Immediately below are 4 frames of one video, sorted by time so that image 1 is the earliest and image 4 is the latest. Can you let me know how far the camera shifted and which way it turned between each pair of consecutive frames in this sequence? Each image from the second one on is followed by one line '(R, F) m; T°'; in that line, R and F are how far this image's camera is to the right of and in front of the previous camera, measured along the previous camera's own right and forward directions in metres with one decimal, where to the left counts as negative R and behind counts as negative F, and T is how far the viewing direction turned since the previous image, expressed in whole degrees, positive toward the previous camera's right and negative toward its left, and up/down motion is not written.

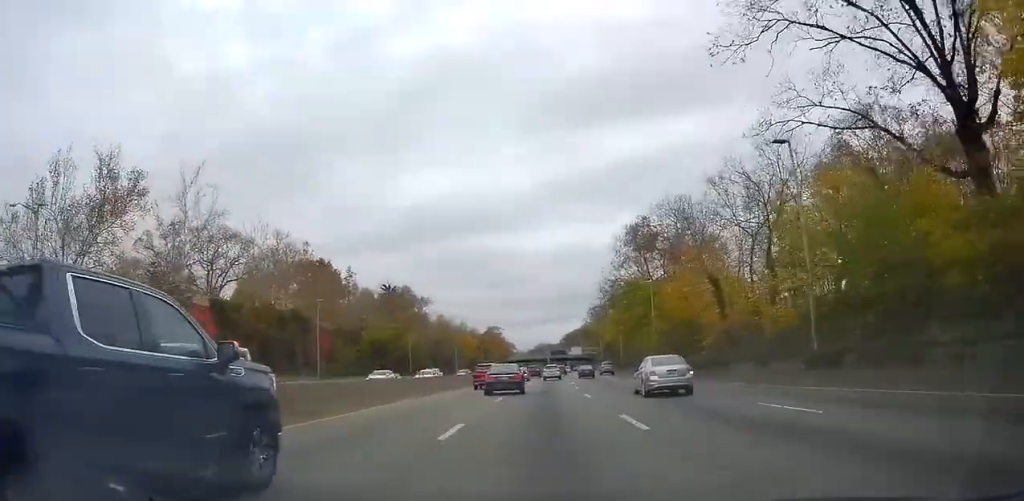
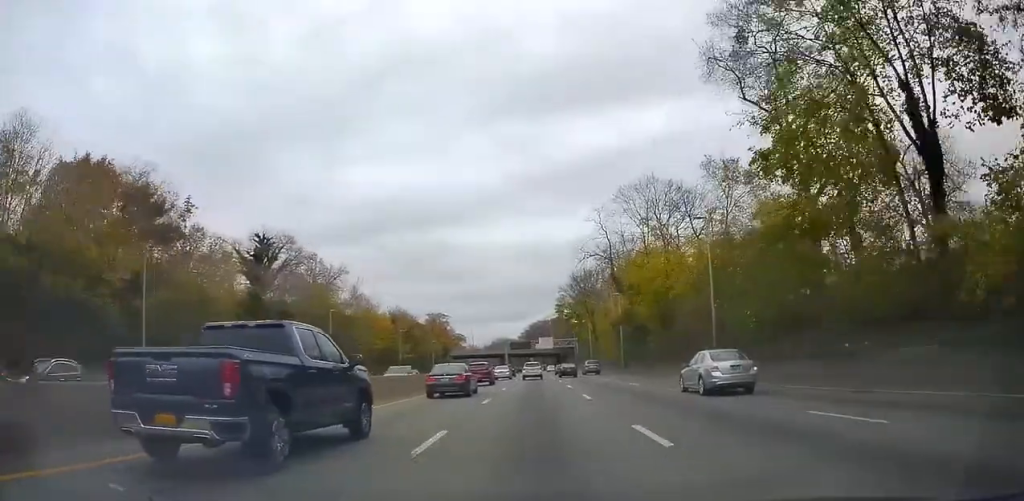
(+3.3, +62.7) m; +5°
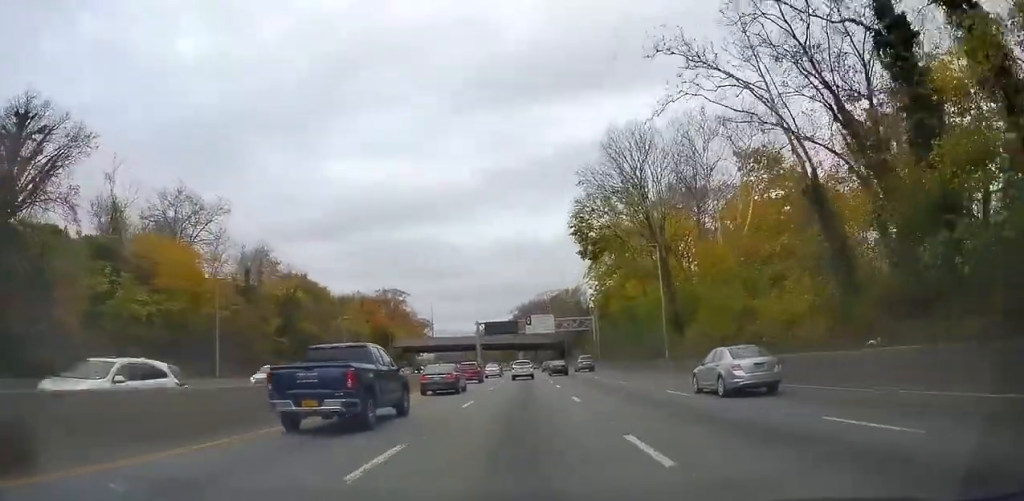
(+2.1, +63.7) m; +3°
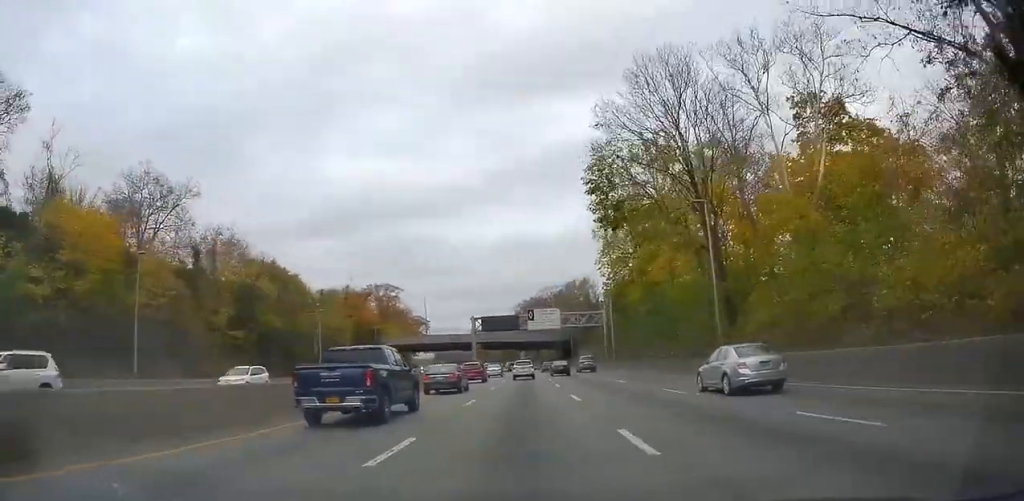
(+0.3, +11.8) m; 0°
